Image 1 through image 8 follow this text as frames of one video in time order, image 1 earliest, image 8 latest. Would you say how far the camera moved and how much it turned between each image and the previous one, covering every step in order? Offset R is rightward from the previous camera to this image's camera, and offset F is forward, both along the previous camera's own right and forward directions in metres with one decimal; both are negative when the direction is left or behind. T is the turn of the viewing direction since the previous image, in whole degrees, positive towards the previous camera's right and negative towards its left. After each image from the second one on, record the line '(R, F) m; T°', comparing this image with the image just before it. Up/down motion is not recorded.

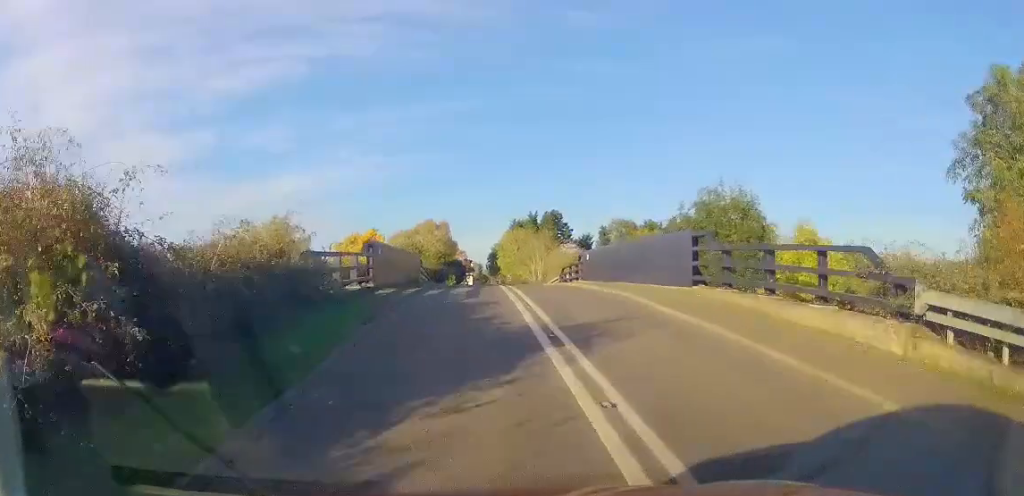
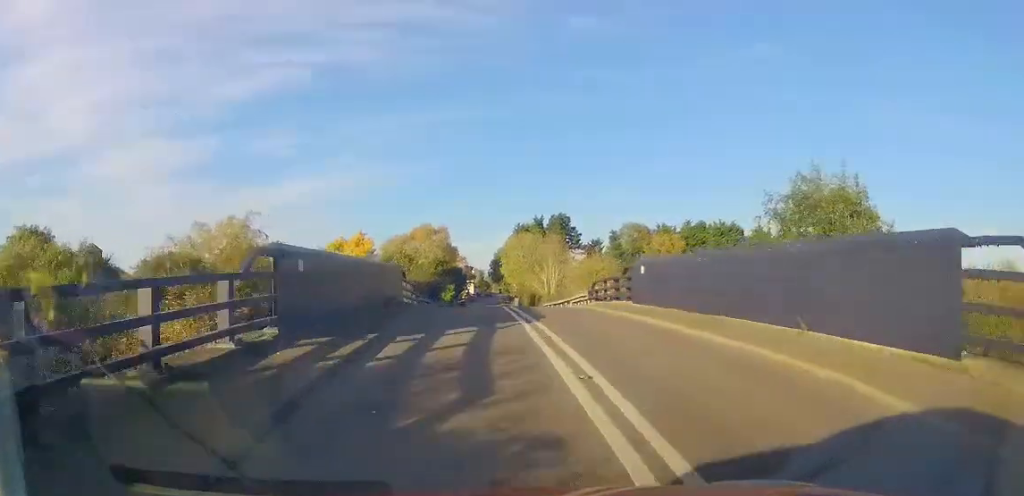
(-0.1, +10.4) m; -1°
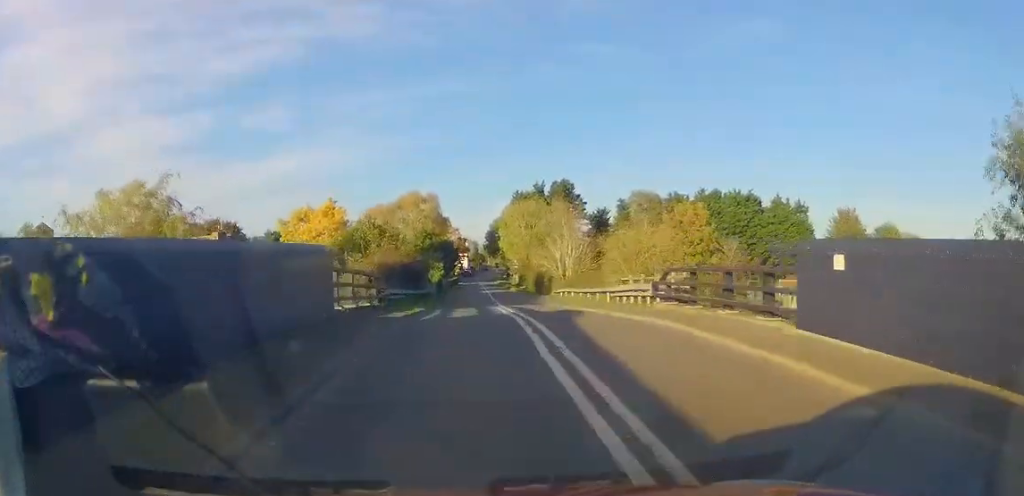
(-0.1, +13.1) m; +1°
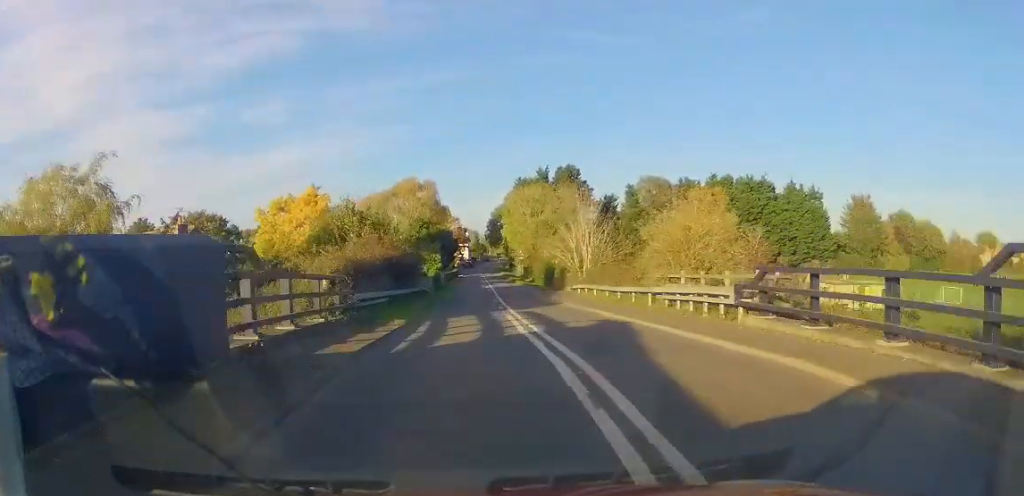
(+0.1, +6.7) m; +1°
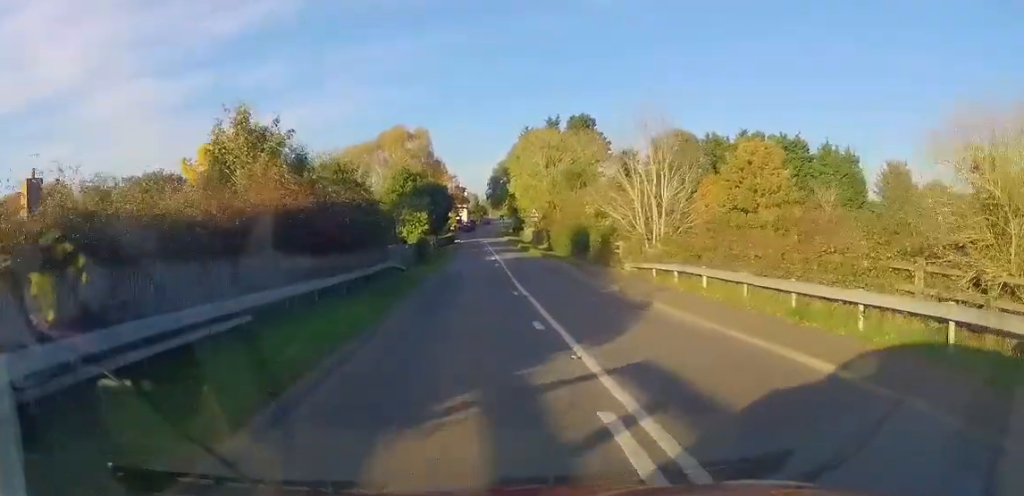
(+0.1, +15.2) m; +1°
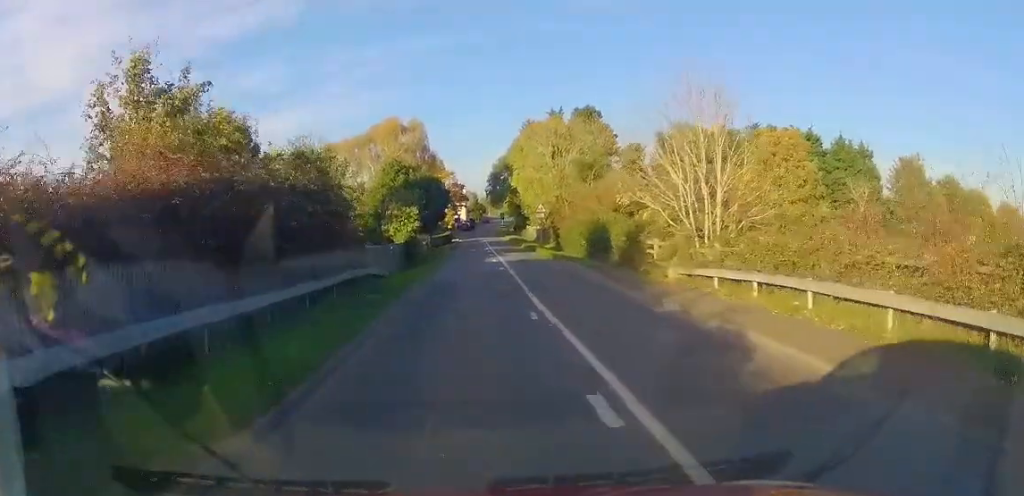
(0.0, +5.5) m; 0°
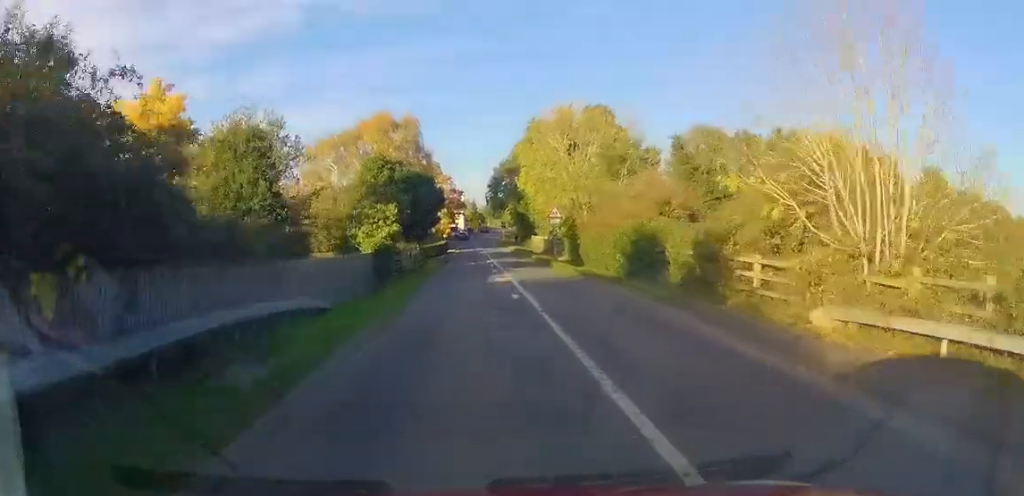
(+0.3, +8.5) m; -1°
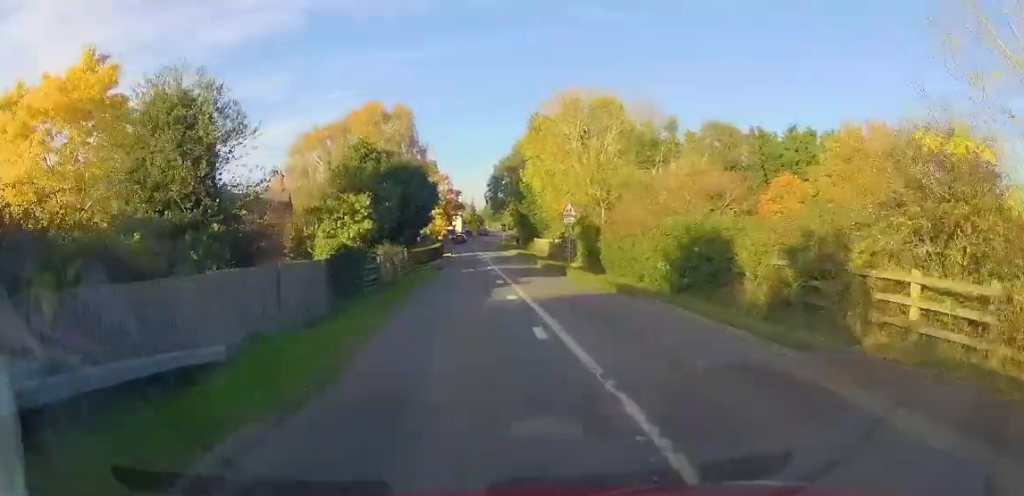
(-0.2, +5.9) m; 0°
